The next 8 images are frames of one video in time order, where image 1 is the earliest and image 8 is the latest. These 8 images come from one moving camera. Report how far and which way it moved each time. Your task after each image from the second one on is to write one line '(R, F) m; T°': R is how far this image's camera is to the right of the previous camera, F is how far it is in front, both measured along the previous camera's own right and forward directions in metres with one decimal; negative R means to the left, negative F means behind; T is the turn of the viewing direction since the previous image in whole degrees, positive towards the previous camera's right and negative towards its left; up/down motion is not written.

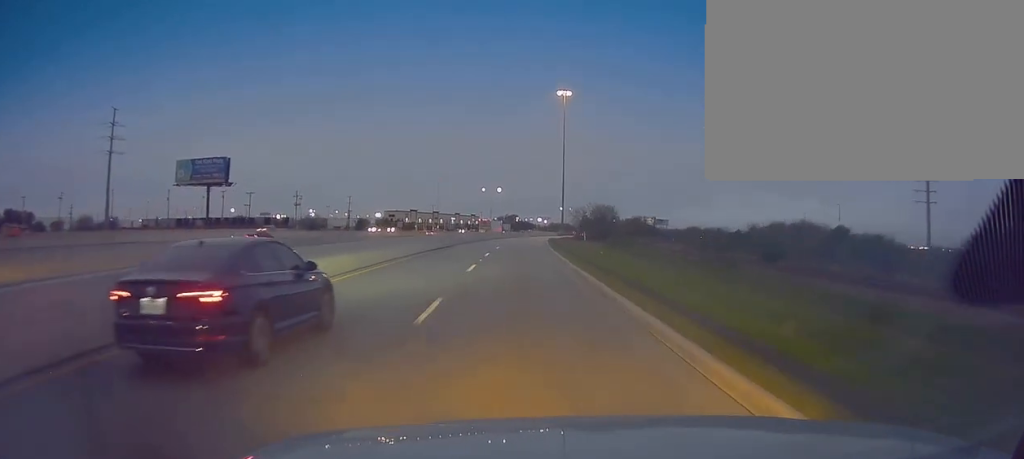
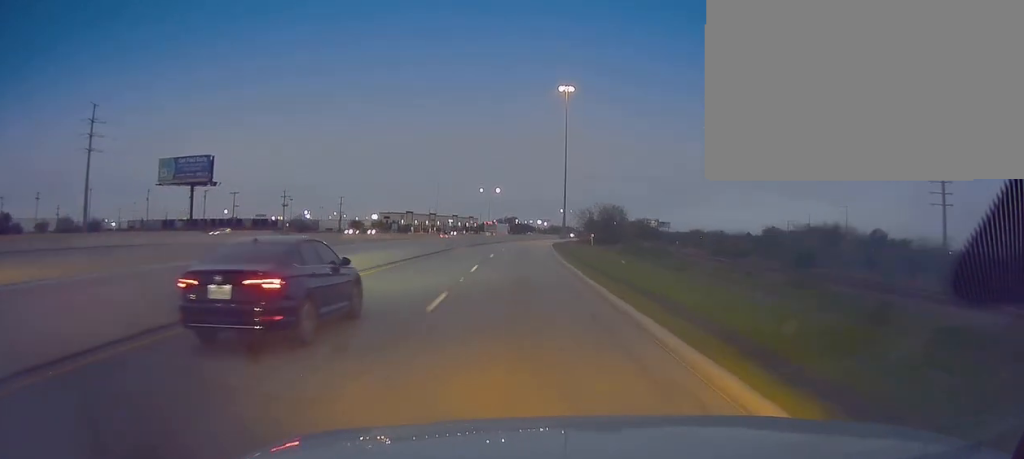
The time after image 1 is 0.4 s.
(0.0, +10.2) m; 0°
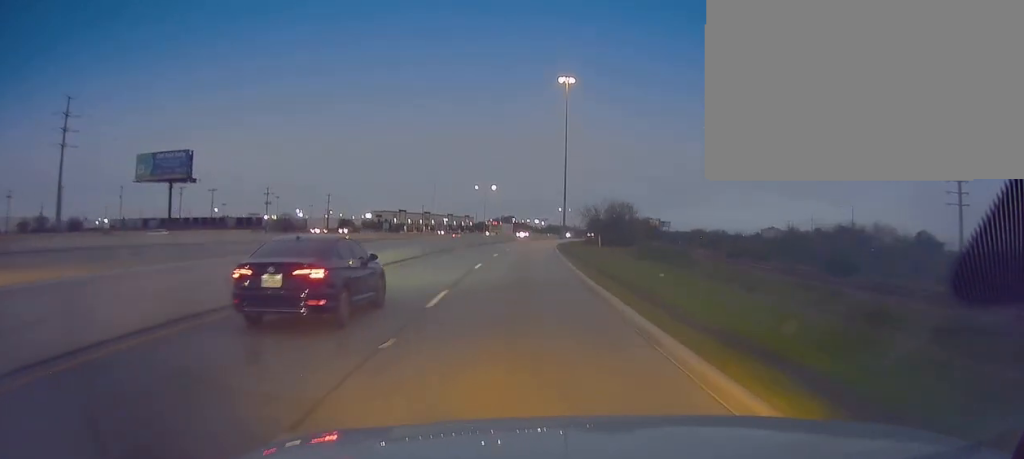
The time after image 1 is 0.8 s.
(0.0, +11.1) m; 0°
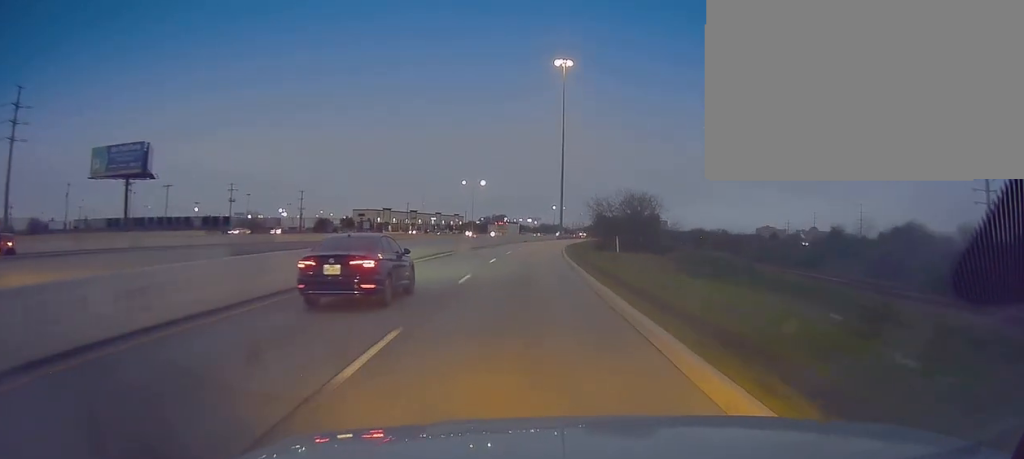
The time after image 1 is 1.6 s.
(-0.1, +18.8) m; 0°
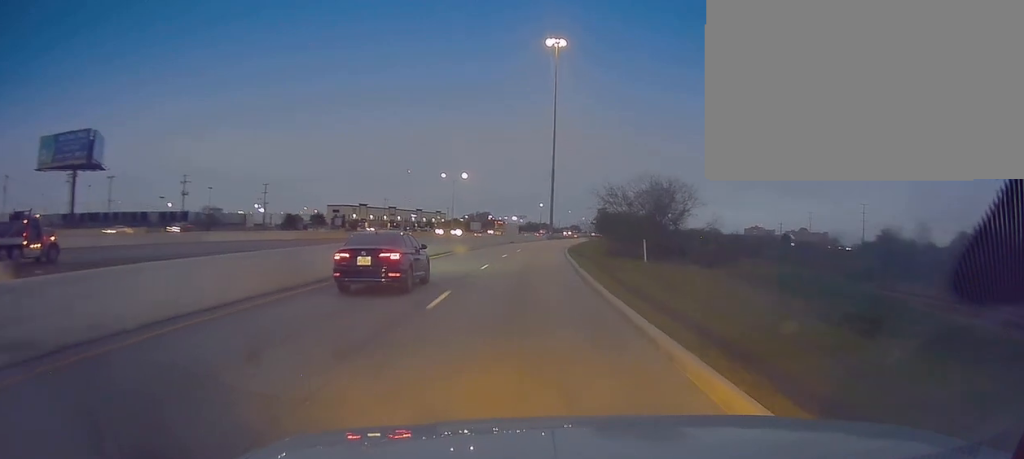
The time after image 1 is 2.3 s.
(0.0, +18.1) m; +1°
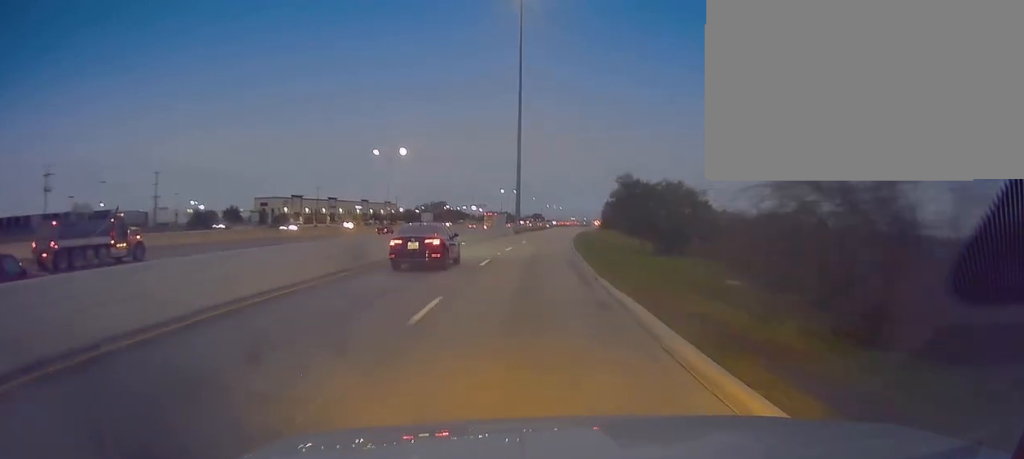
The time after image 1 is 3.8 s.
(+1.0, +39.8) m; +3°
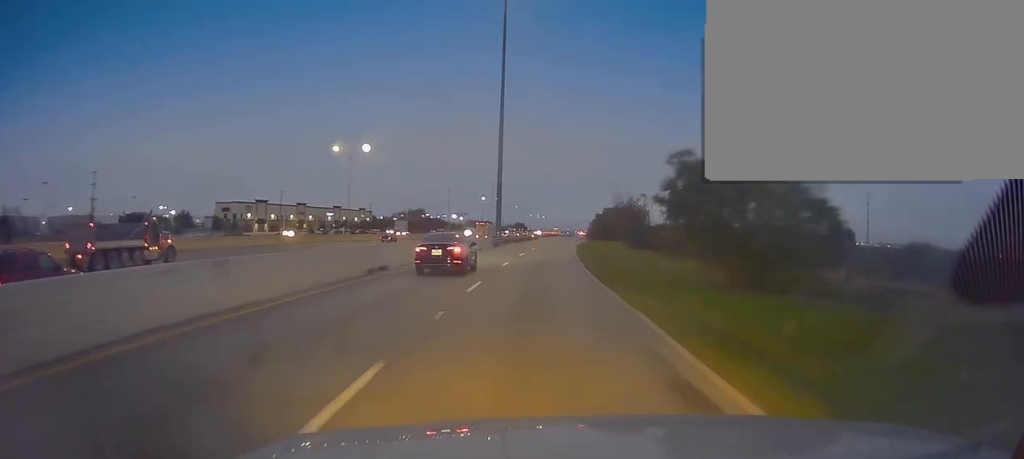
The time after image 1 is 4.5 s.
(+0.2, +18.2) m; +2°
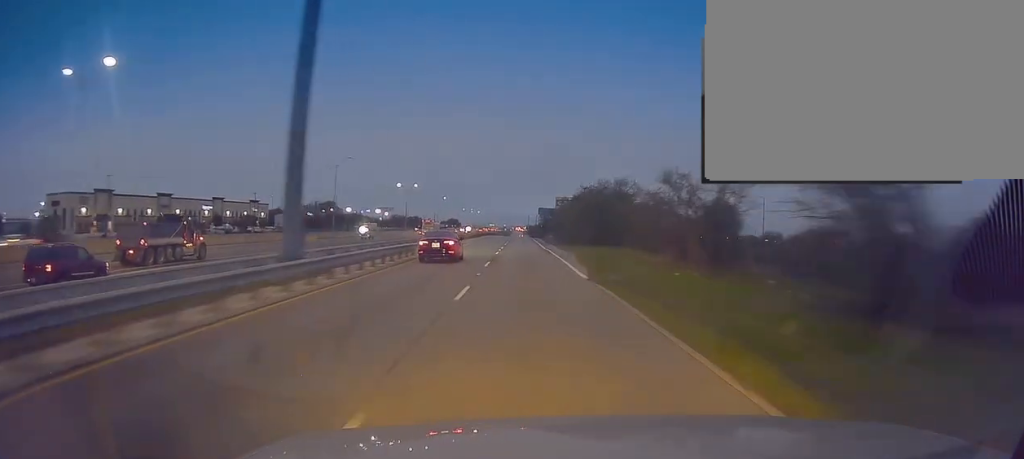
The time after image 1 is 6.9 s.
(+2.1, +62.0) m; +4°
